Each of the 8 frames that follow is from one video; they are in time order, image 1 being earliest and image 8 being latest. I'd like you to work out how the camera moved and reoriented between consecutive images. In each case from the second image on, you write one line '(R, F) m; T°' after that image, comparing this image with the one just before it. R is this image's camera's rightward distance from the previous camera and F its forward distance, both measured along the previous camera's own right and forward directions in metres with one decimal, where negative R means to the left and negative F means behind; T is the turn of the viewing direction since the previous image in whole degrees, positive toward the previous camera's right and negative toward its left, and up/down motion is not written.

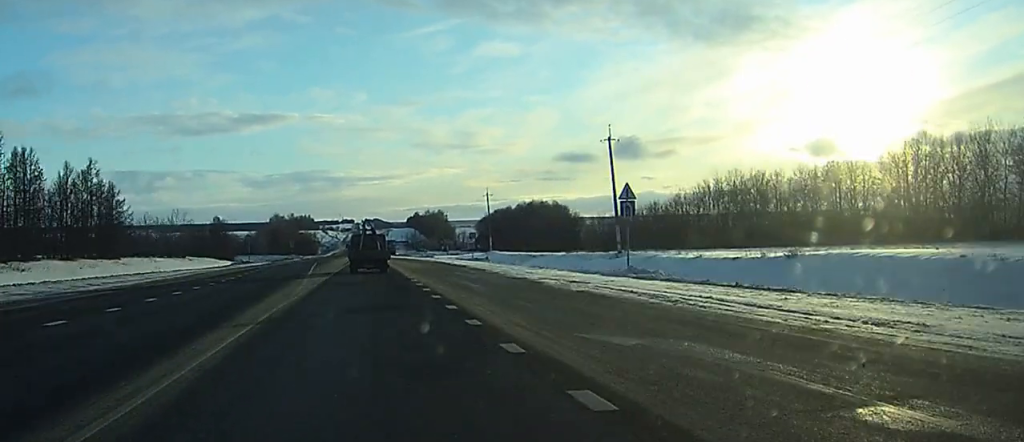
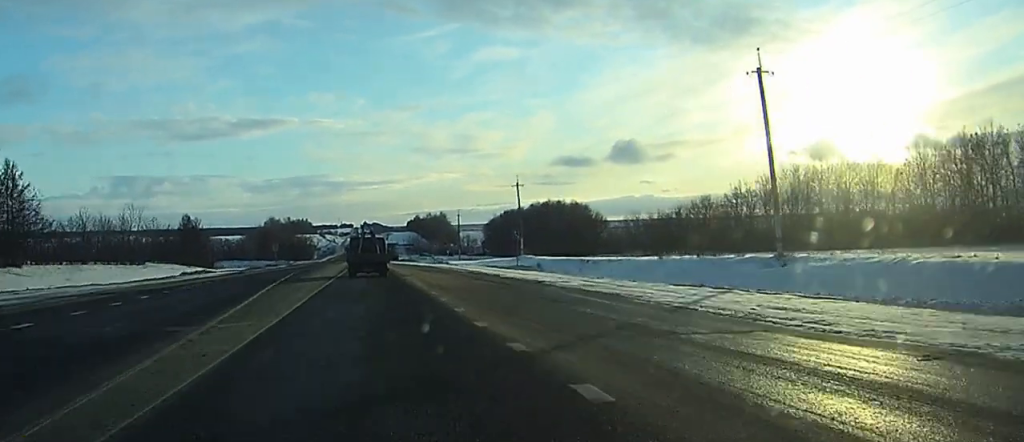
(+0.1, +26.8) m; 0°
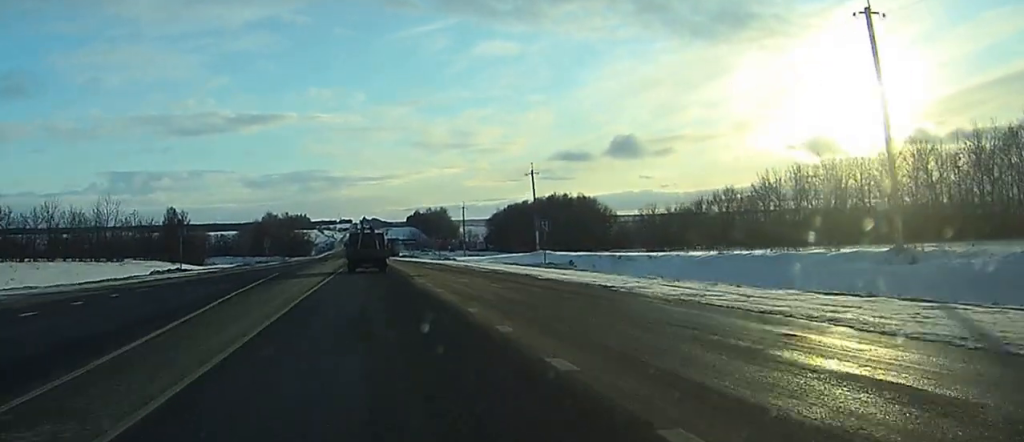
(0.0, +10.0) m; 0°
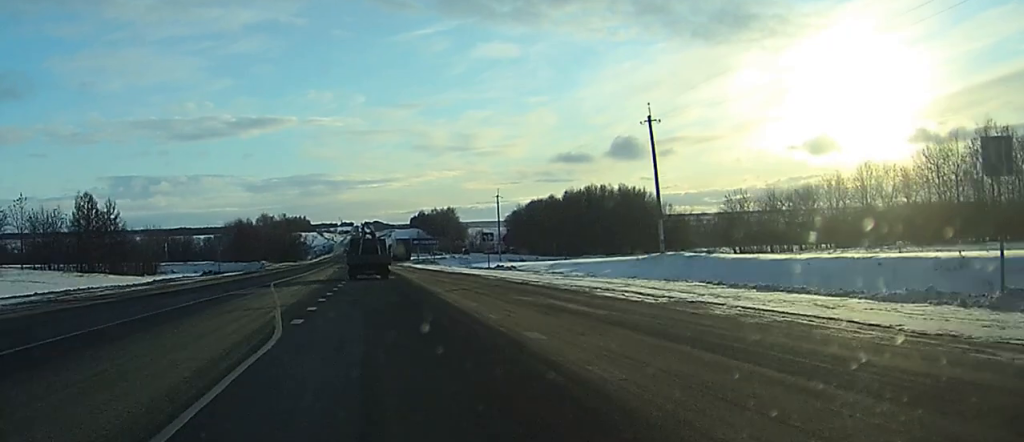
(0.0, +39.9) m; 0°
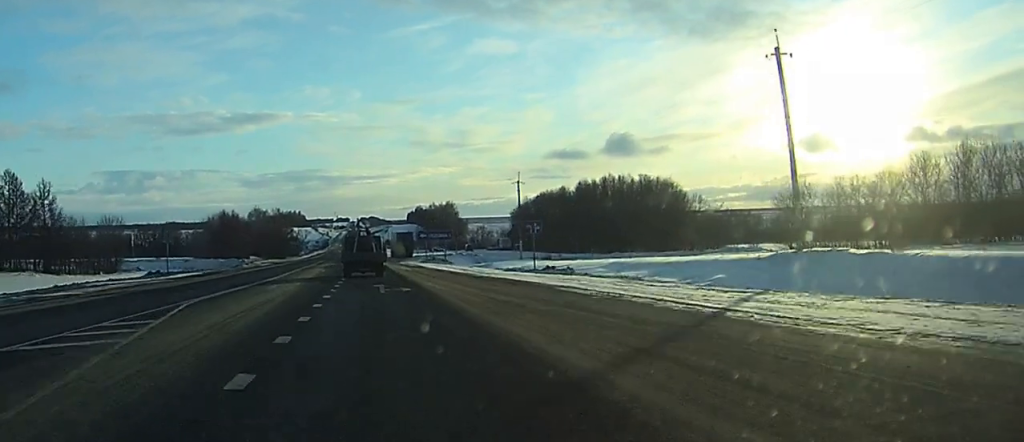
(-0.1, +19.2) m; 0°
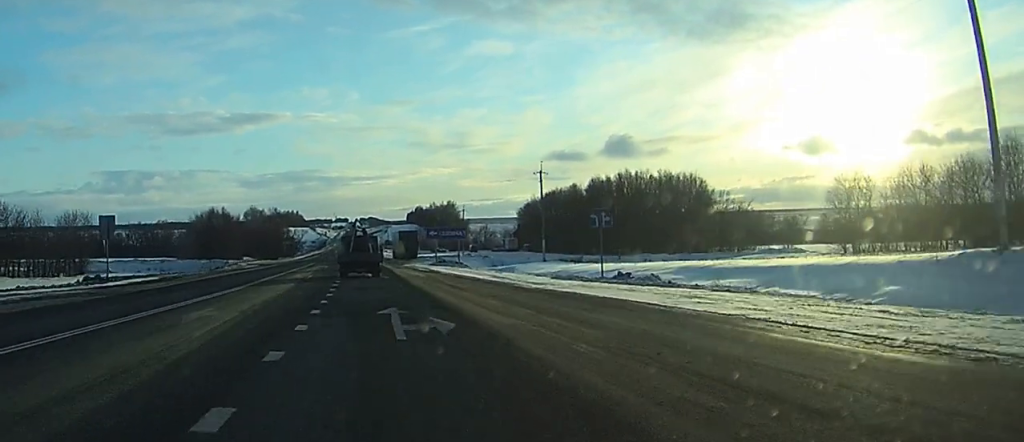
(0.0, +13.8) m; 0°
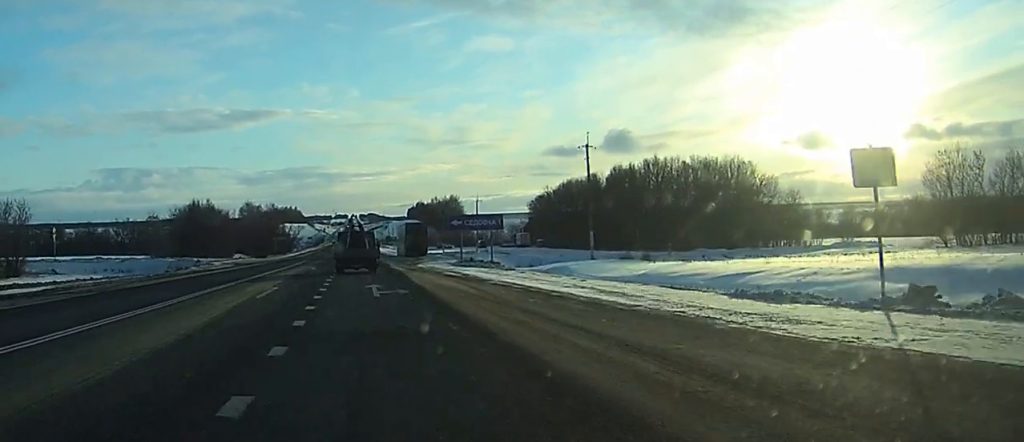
(-0.1, +19.1) m; 0°
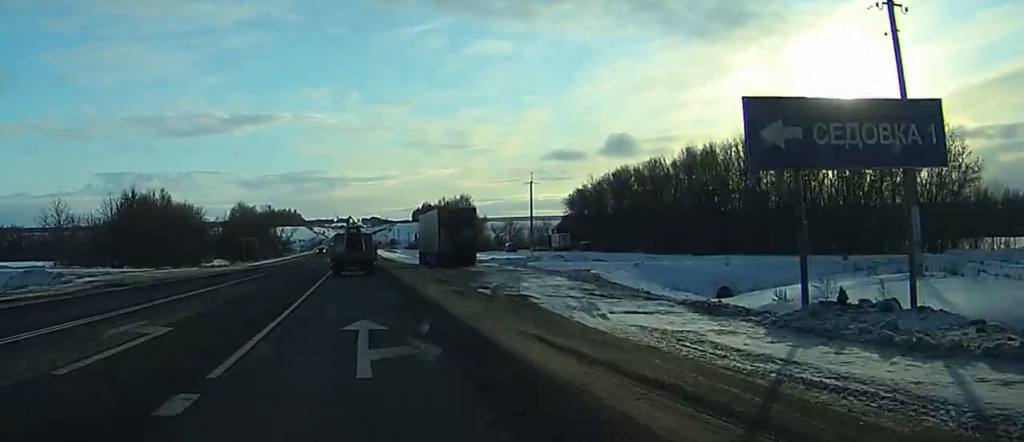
(+0.3, +43.4) m; +1°
